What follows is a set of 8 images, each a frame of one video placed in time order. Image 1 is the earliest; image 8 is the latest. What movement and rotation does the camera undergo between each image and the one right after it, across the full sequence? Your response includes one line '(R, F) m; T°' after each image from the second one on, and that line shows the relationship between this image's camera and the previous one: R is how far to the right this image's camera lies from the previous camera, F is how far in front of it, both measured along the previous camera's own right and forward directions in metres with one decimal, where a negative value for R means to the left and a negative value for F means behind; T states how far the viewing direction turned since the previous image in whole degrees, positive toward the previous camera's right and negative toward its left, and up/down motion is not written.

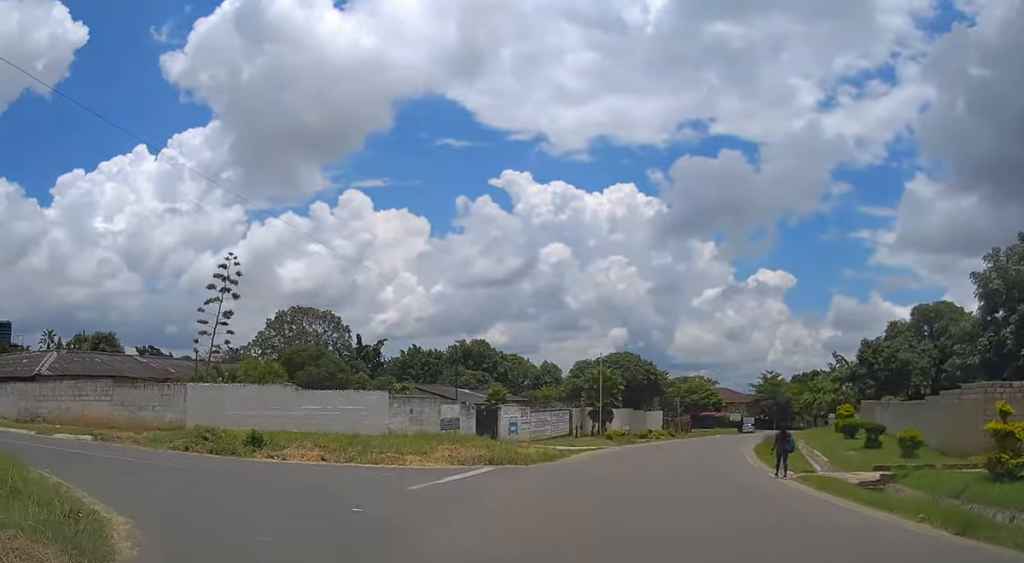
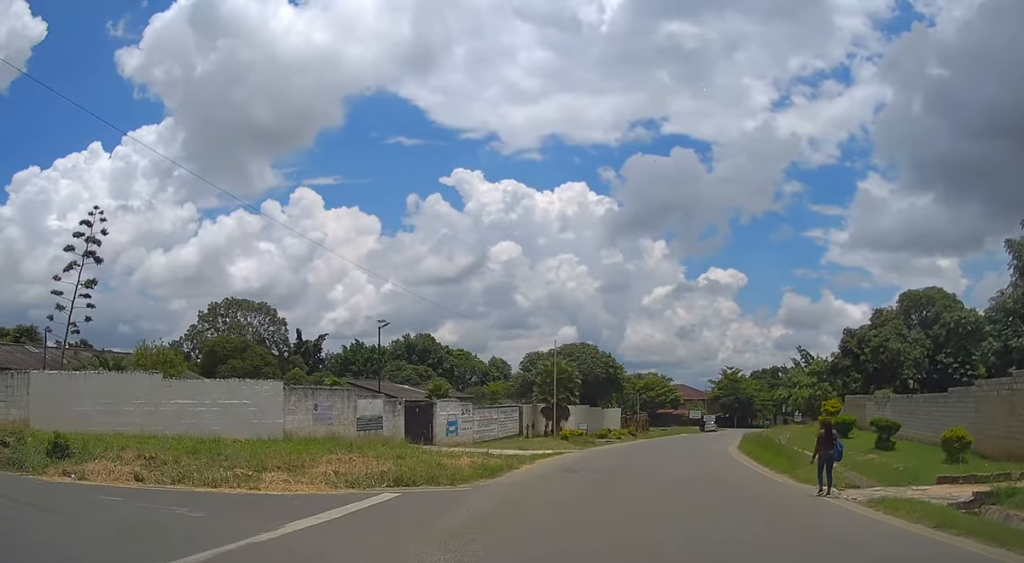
(0.0, +7.6) m; +3°
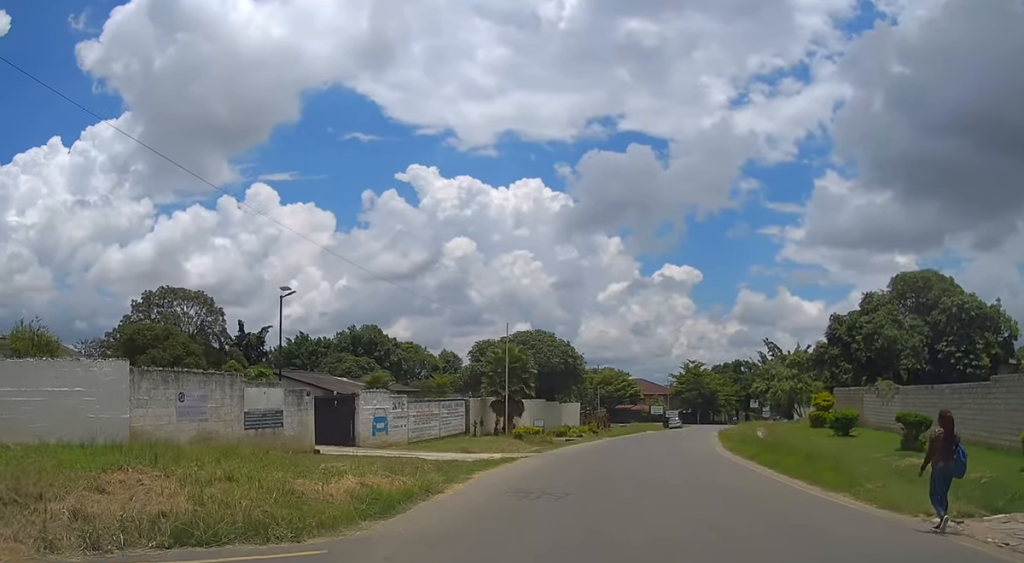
(+0.3, +7.1) m; +4°
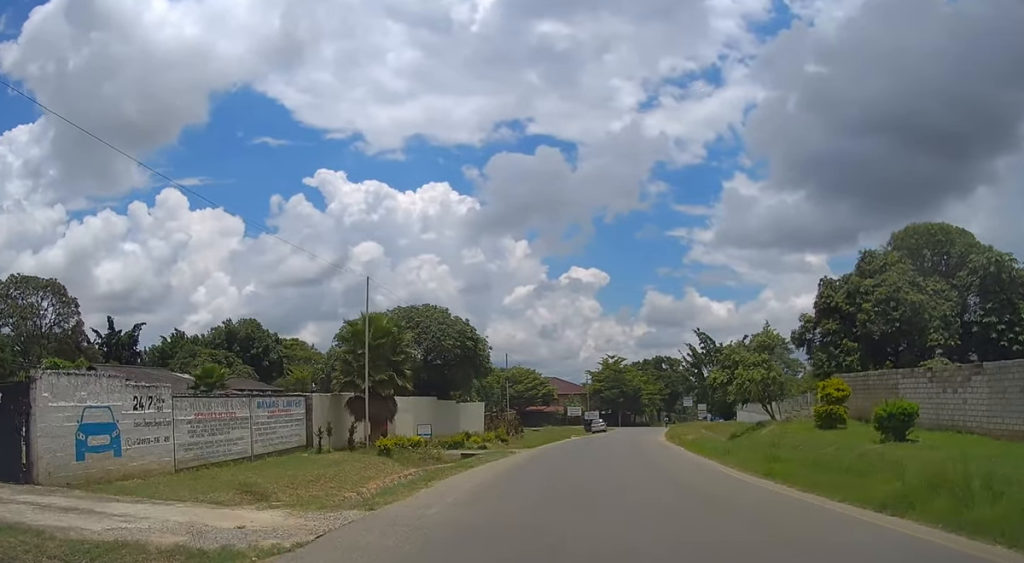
(+1.0, +15.9) m; +7°
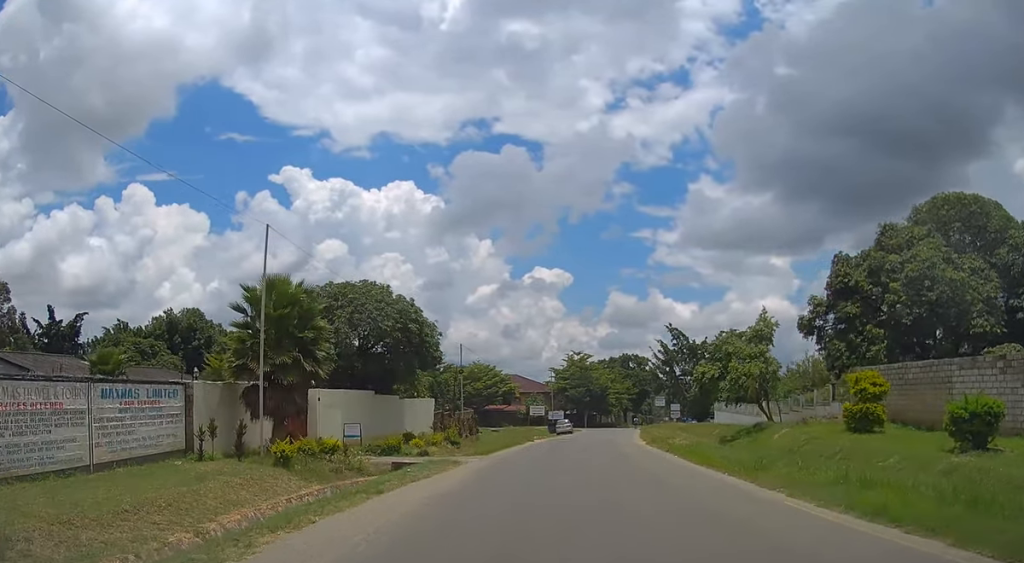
(+0.3, +7.6) m; +4°
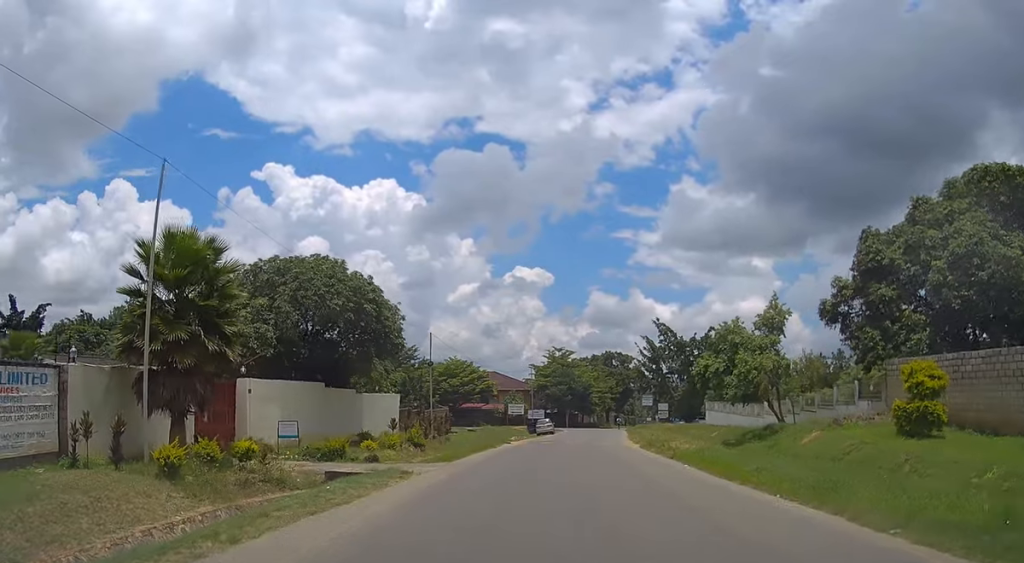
(+0.2, +5.8) m; +2°
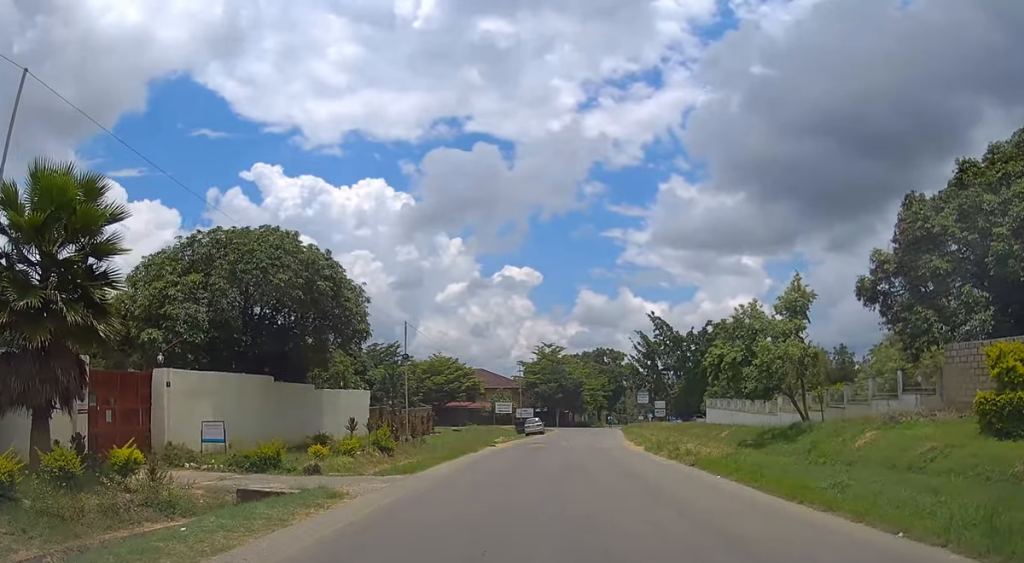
(0.0, +5.5) m; +1°
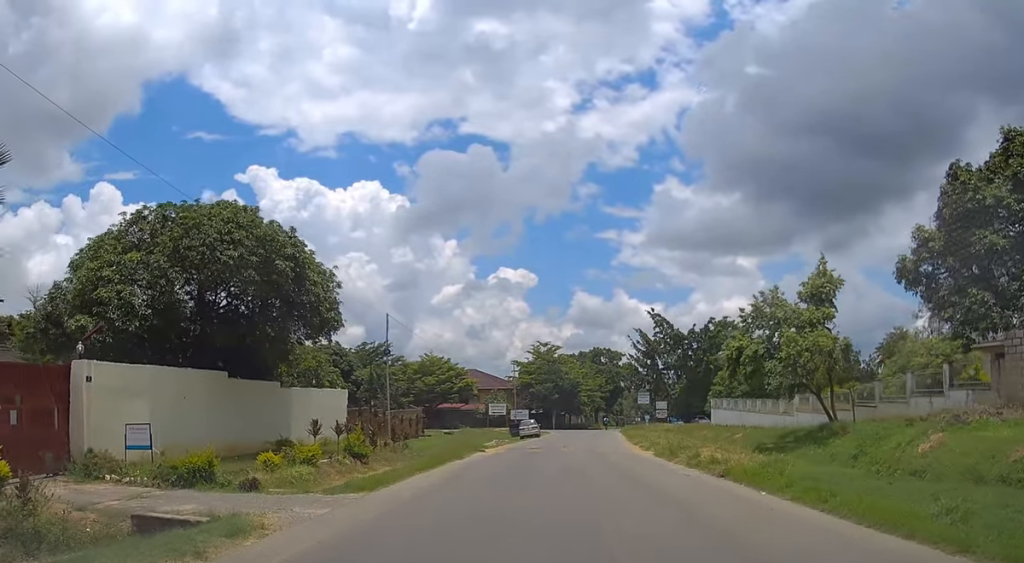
(0.0, +4.0) m; +1°
